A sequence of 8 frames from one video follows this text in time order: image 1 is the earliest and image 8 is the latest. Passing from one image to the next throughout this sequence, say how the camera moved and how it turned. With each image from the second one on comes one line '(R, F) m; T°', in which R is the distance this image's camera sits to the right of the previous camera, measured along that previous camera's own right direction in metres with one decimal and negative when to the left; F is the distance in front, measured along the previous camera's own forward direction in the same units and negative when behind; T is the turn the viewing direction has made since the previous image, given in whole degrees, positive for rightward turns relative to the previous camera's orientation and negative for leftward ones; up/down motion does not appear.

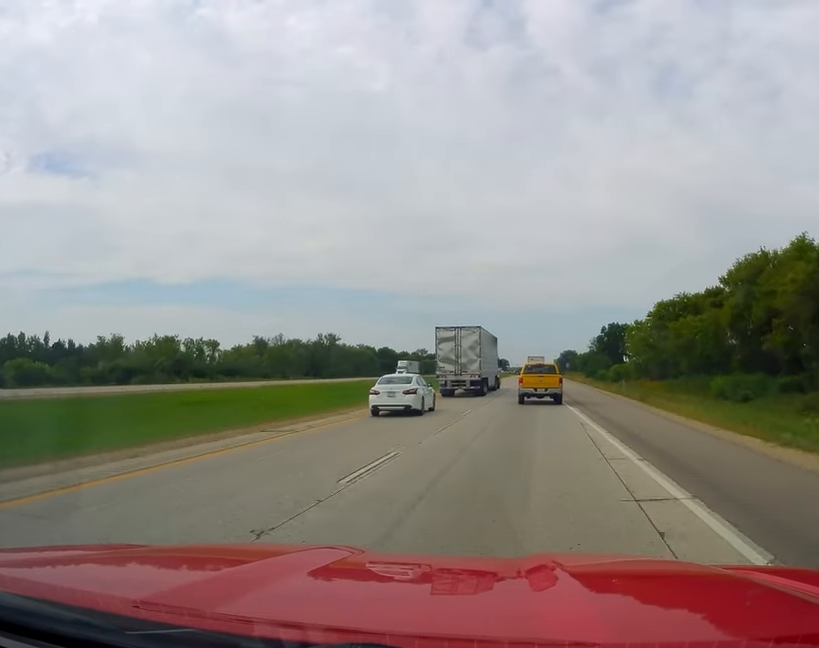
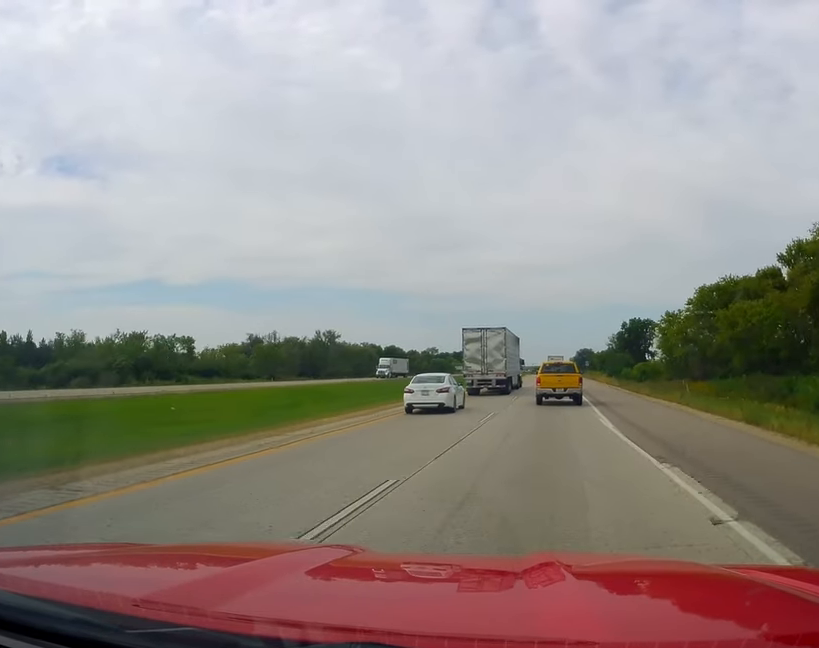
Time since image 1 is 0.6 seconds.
(+0.1, +18.7) m; 0°
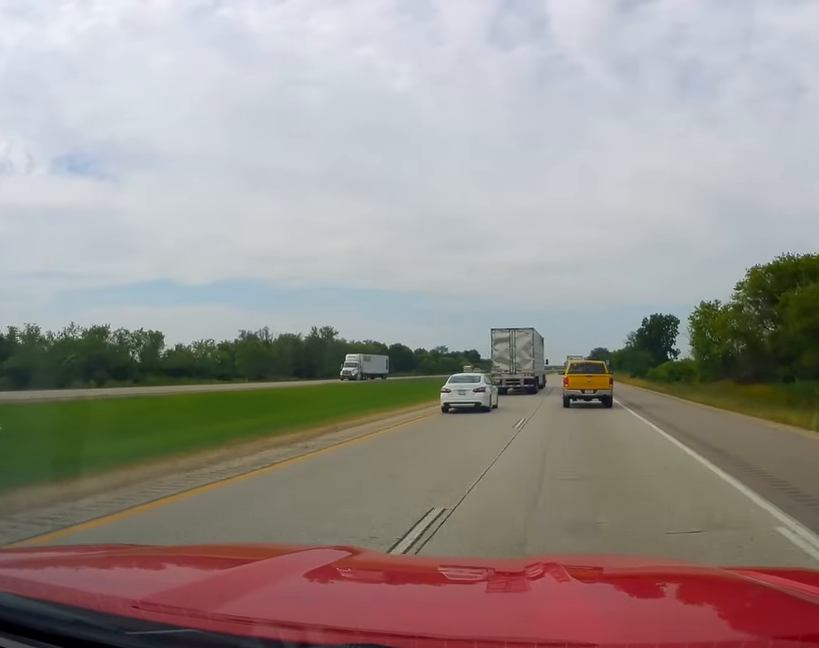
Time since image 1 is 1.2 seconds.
(+0.1, +16.0) m; 0°
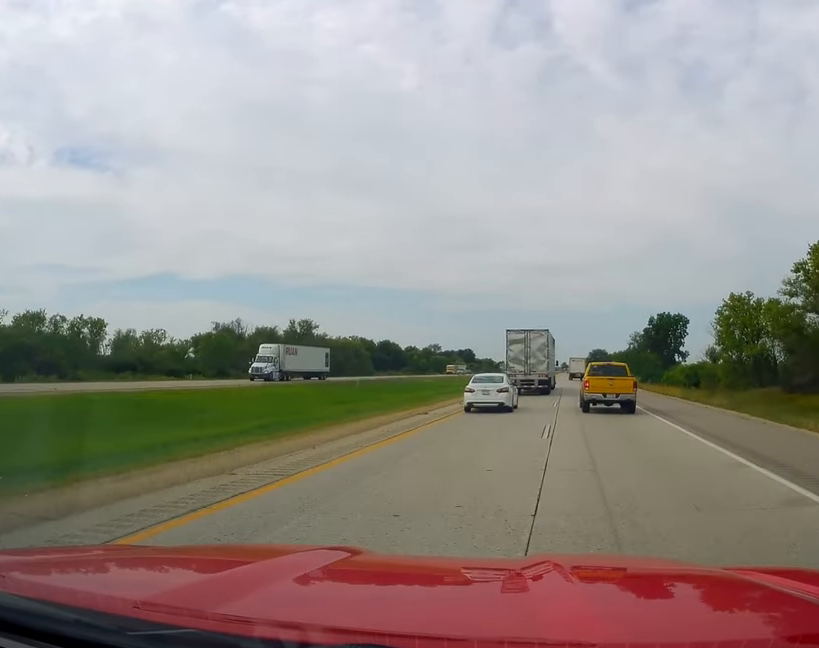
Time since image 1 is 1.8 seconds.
(-0.3, +17.3) m; 0°
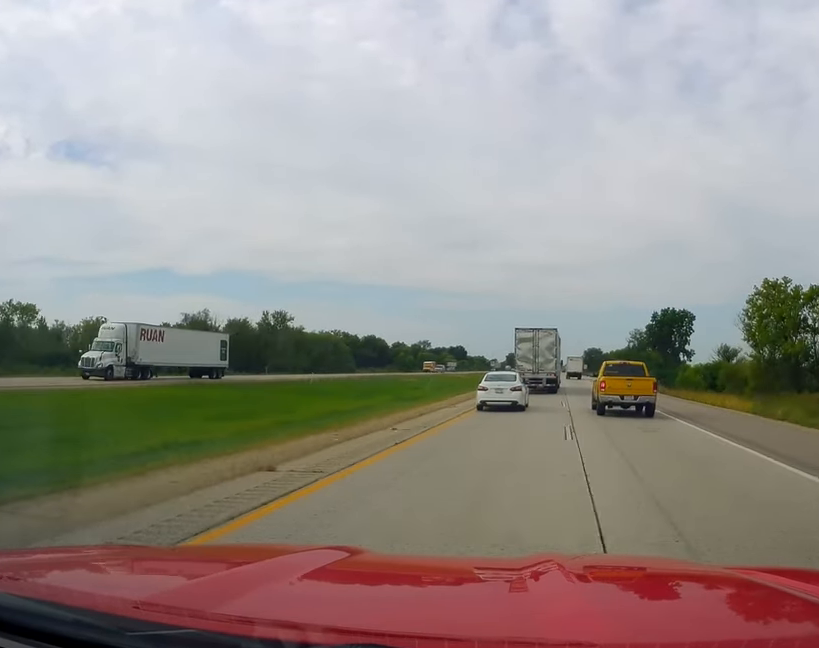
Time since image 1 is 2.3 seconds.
(0.0, +14.6) m; 0°
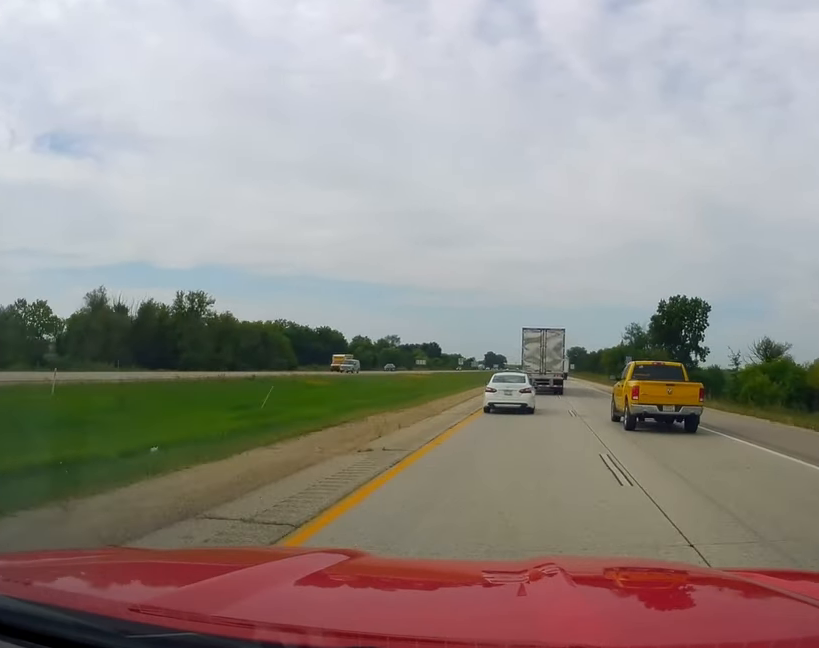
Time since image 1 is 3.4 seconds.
(+0.4, +35.9) m; +1°
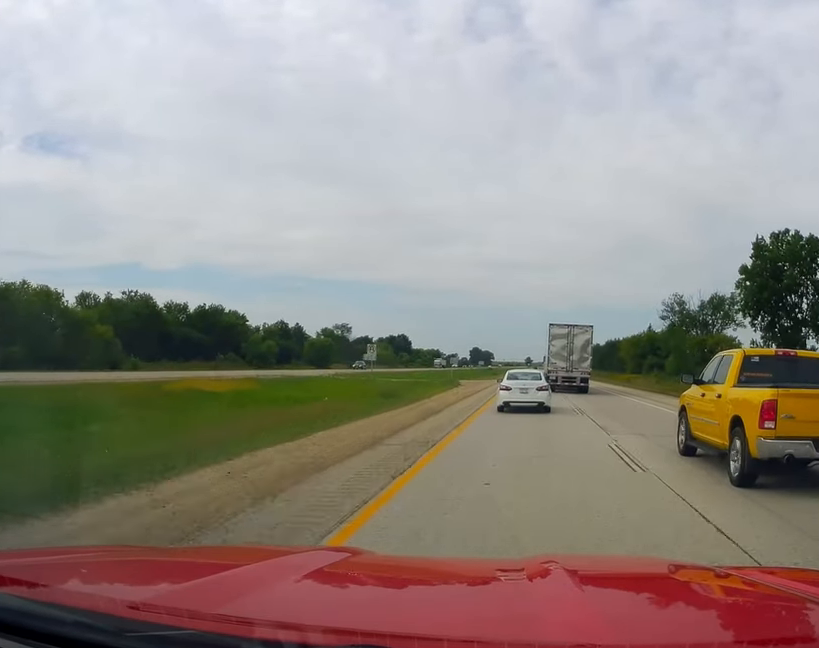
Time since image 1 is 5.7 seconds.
(+0.3, +75.7) m; +1°
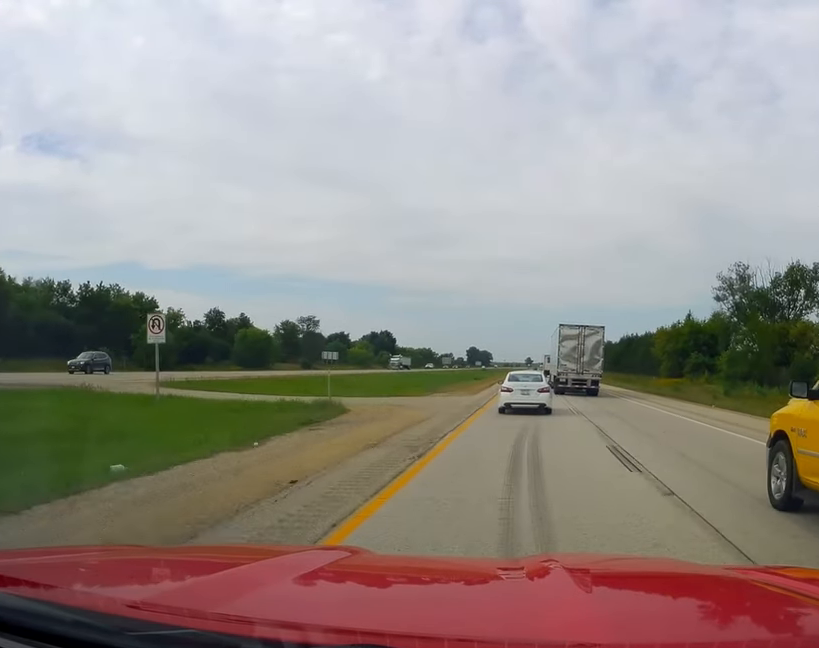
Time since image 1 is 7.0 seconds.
(+0.1, +44.1) m; +1°
